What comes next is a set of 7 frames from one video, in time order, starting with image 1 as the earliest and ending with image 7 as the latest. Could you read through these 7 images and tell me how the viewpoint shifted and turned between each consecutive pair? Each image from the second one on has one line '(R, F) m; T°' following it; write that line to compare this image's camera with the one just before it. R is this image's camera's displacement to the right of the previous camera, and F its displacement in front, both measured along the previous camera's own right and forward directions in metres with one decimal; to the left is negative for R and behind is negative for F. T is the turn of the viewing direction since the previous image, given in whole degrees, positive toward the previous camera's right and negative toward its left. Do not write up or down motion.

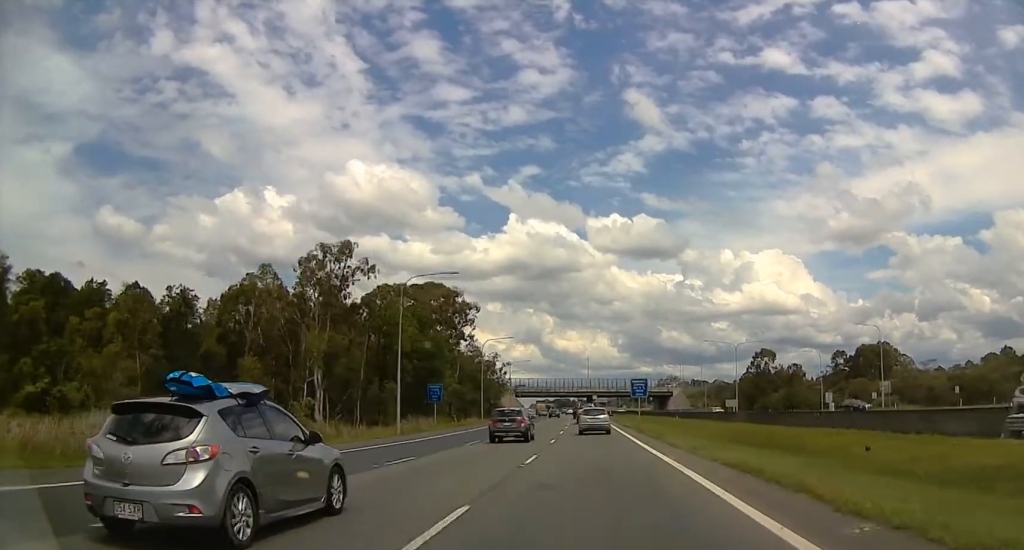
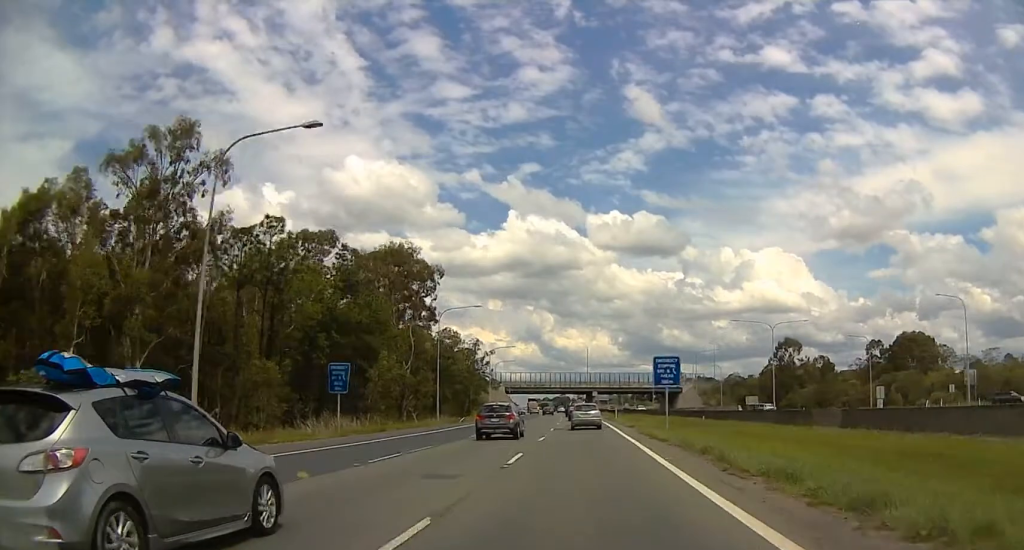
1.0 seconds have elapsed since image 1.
(0.0, +25.5) m; 0°
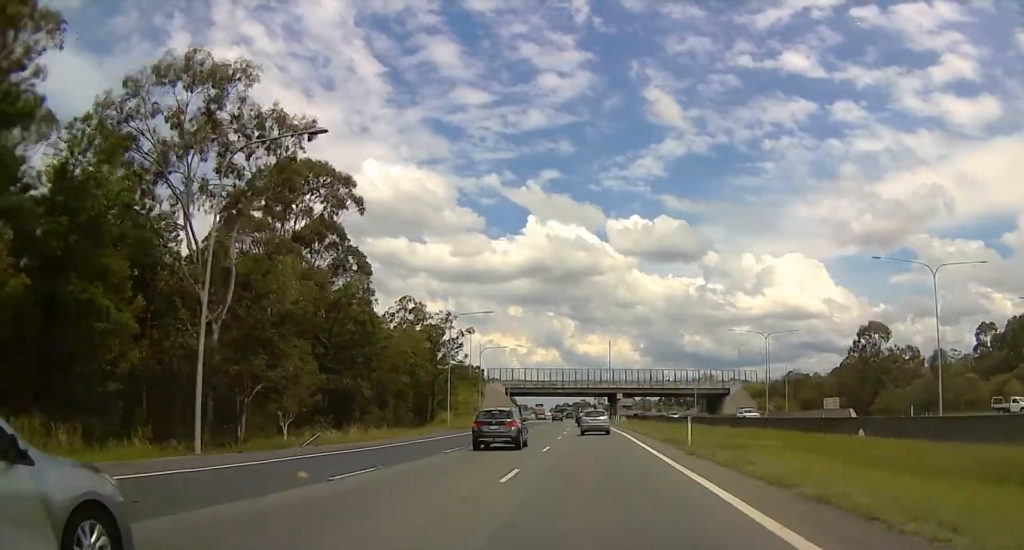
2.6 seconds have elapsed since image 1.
(0.0, +43.9) m; 0°
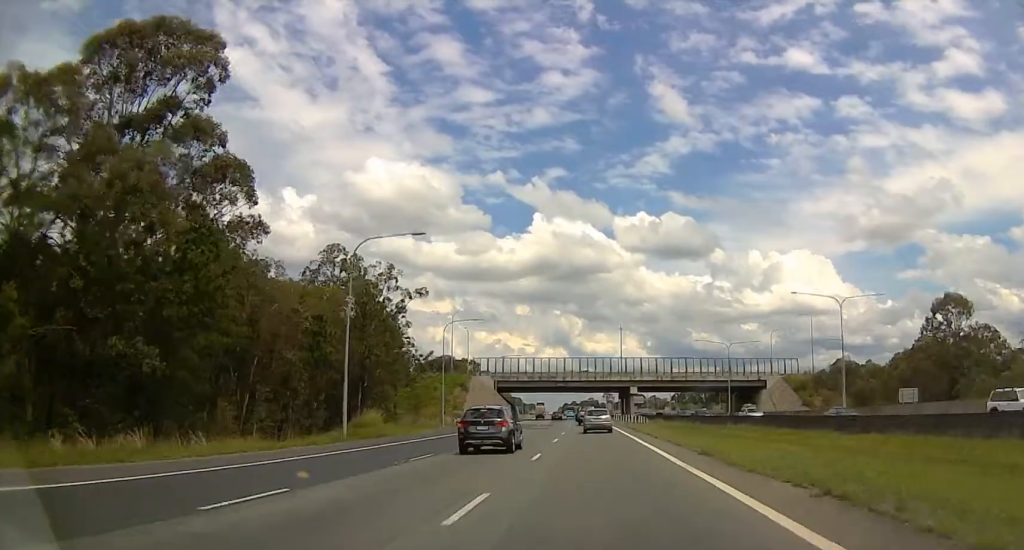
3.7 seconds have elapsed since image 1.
(0.0, +29.2) m; 0°
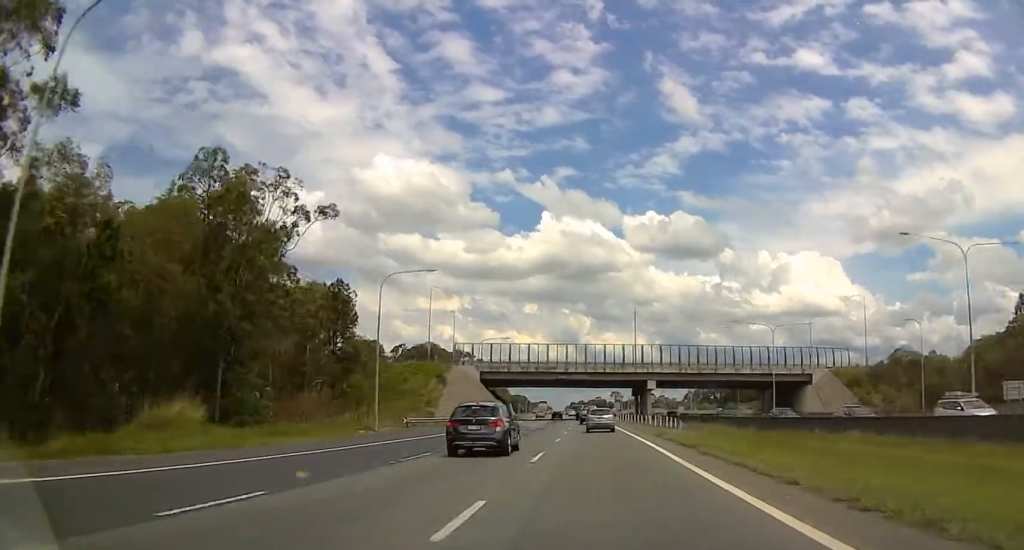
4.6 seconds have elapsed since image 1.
(0.0, +24.9) m; 0°
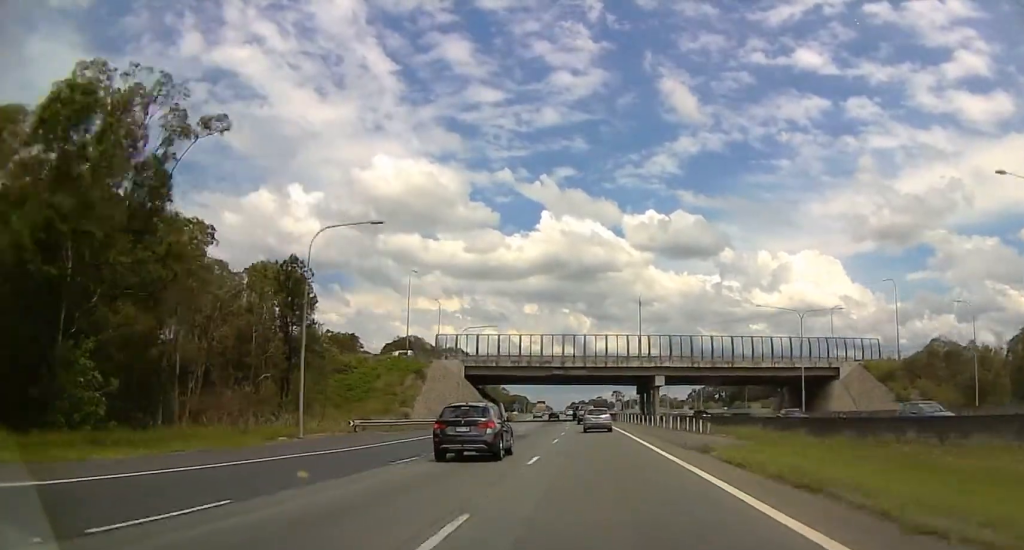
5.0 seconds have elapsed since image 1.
(0.0, +13.0) m; 0°
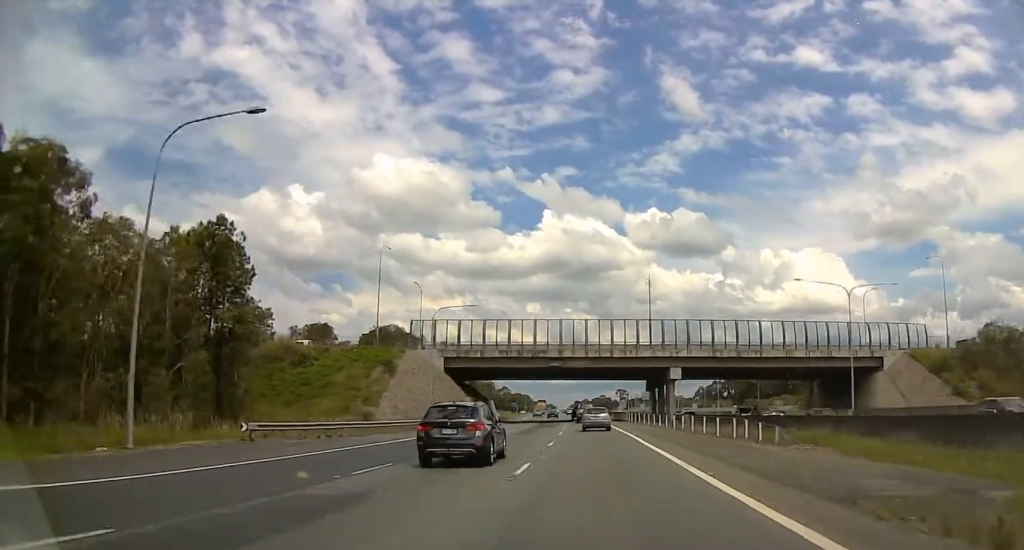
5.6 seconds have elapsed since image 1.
(0.0, +14.9) m; 0°
